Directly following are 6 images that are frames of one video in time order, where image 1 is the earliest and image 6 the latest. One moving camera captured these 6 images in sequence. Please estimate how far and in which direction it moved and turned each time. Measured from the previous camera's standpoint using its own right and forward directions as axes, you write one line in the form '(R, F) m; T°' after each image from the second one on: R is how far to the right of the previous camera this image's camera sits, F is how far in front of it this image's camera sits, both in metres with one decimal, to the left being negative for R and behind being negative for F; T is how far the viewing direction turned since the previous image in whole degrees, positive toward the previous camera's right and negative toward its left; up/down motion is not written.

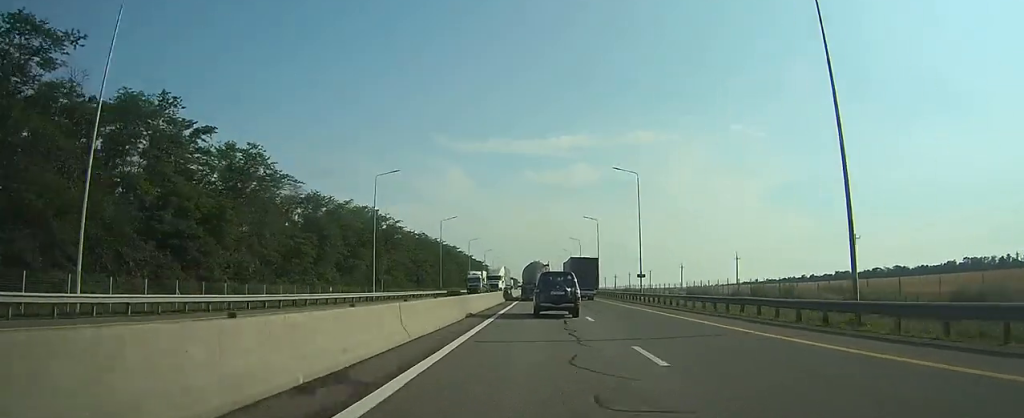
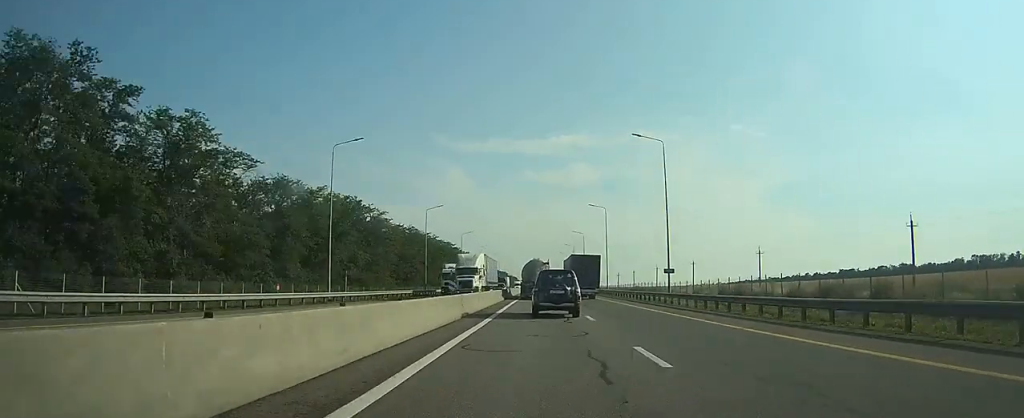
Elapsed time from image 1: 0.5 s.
(0.0, +12.6) m; 0°
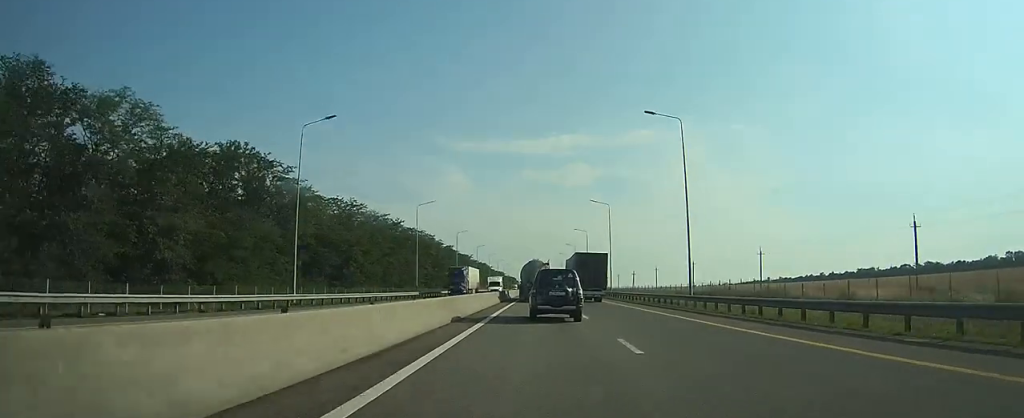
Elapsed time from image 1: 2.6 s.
(+0.5, +46.7) m; 0°
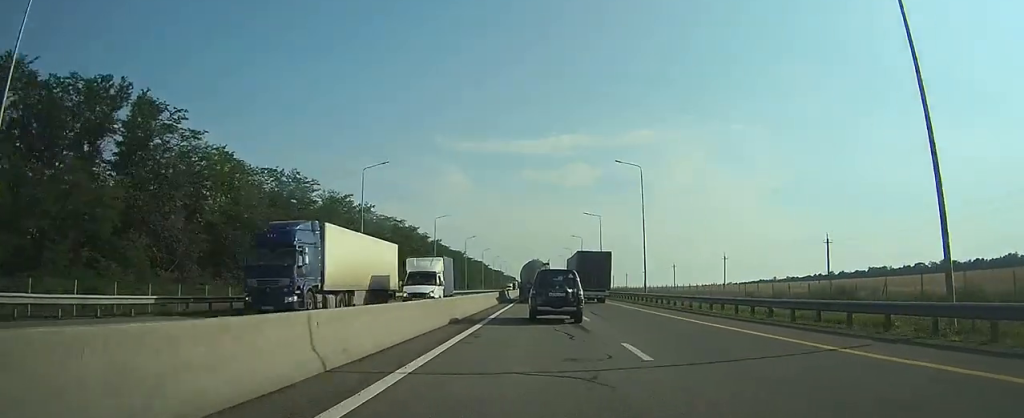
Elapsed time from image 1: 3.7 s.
(-0.4, +25.1) m; -1°
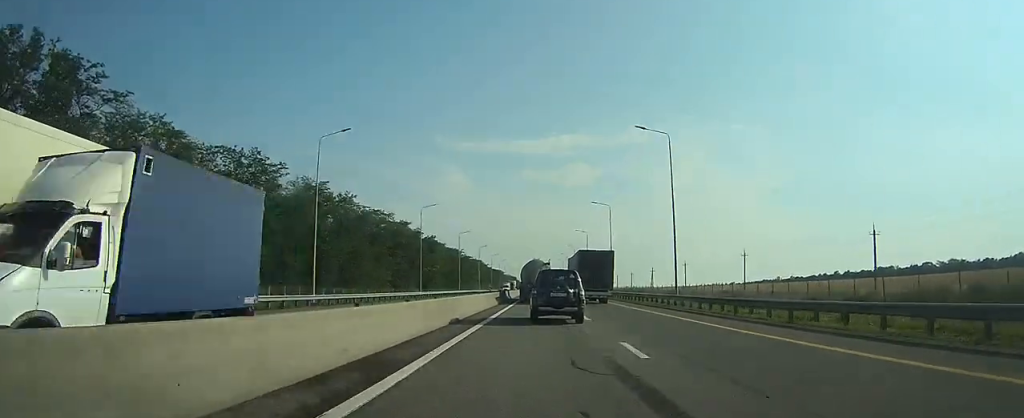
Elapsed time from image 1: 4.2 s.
(+0.1, +11.7) m; 0°
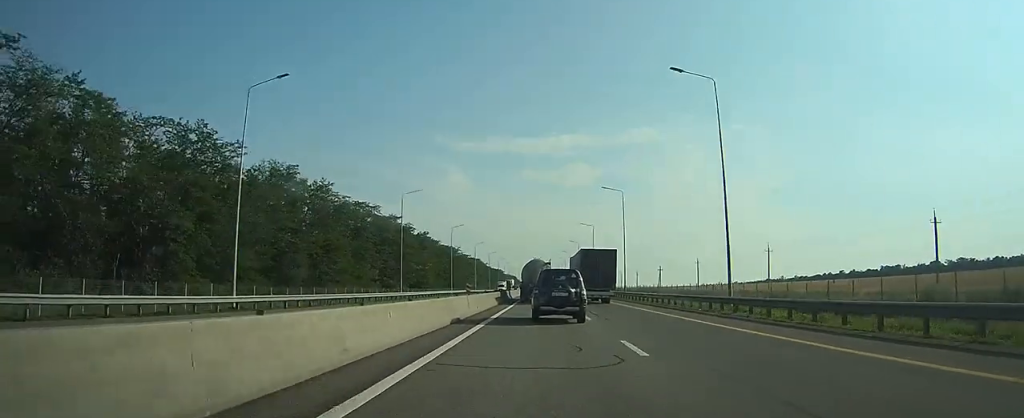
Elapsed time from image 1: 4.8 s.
(0.0, +11.7) m; 0°
